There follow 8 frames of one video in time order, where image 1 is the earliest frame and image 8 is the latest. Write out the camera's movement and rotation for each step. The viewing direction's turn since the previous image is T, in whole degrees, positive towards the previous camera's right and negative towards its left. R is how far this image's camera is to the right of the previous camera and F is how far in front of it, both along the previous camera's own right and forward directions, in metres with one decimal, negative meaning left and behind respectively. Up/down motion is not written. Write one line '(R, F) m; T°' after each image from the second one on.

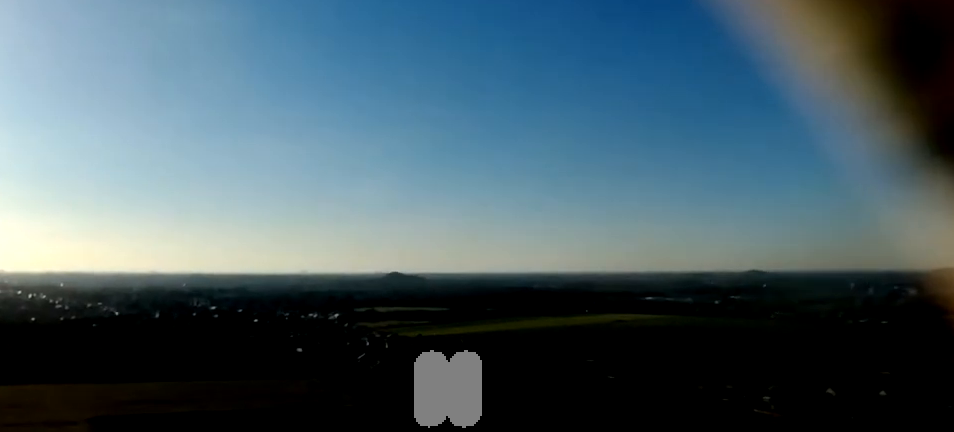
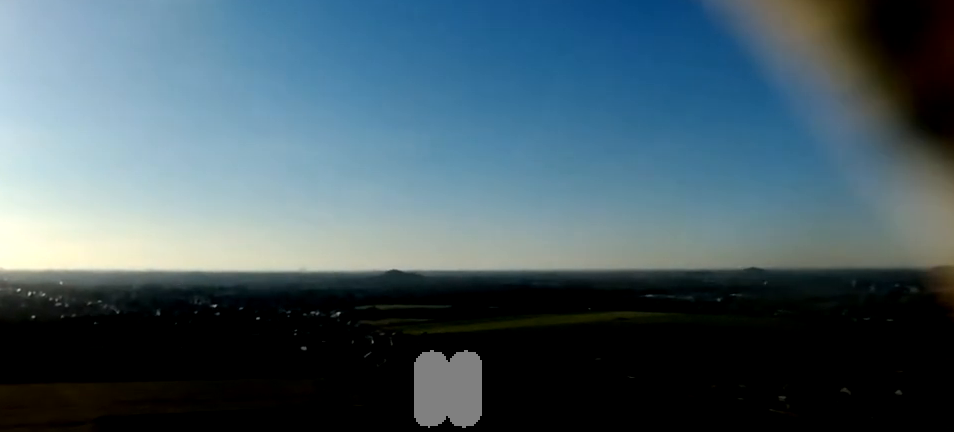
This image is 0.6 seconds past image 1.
(+0.9, +9.7) m; +1°
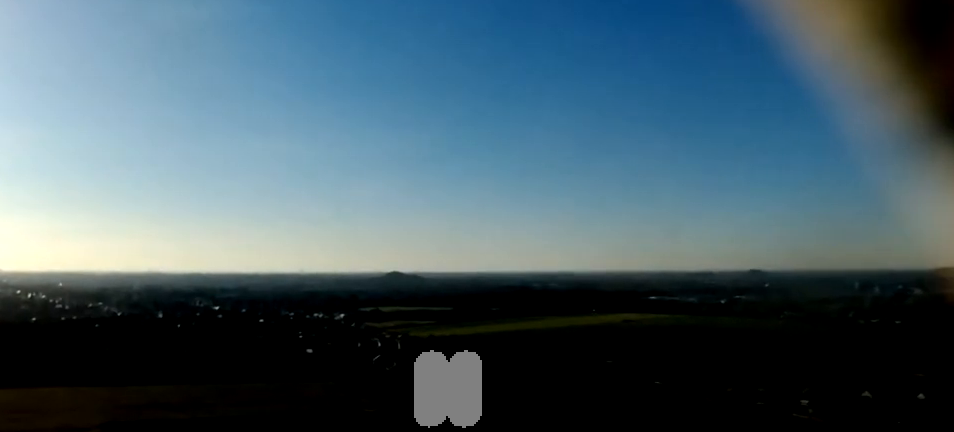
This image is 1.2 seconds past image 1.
(-1.2, +10.9) m; -1°
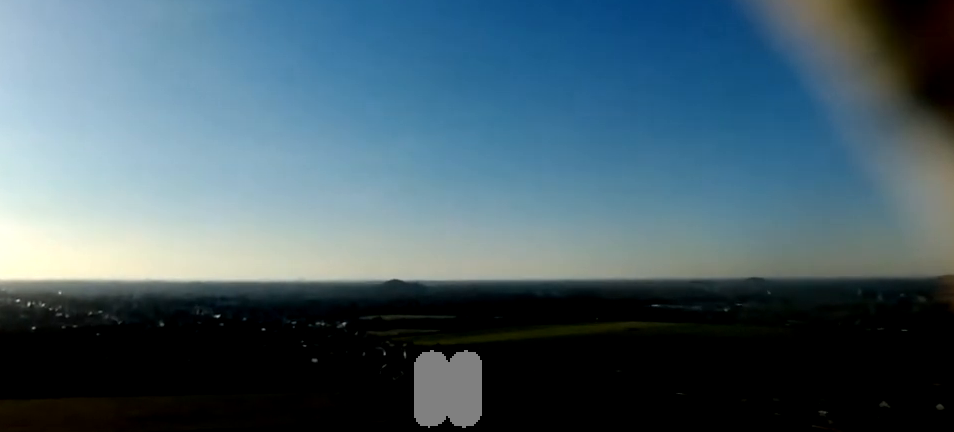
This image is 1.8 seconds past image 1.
(-0.1, +9.9) m; +2°
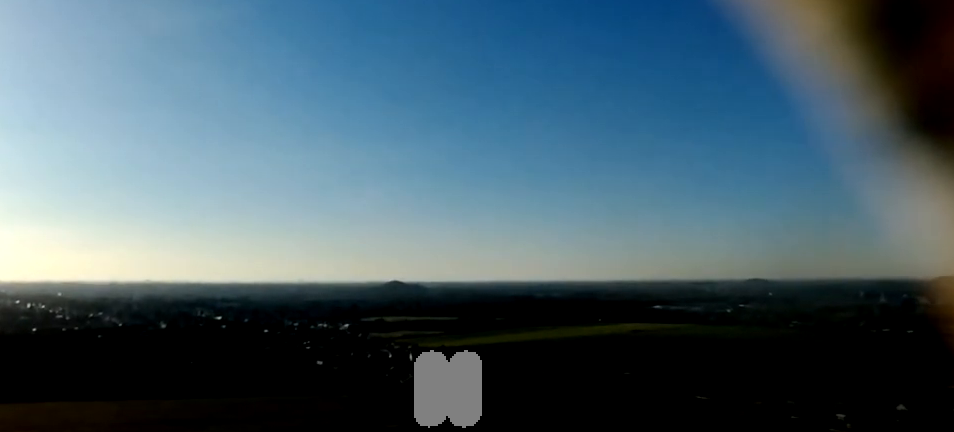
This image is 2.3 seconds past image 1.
(+0.2, +11.3) m; +6°
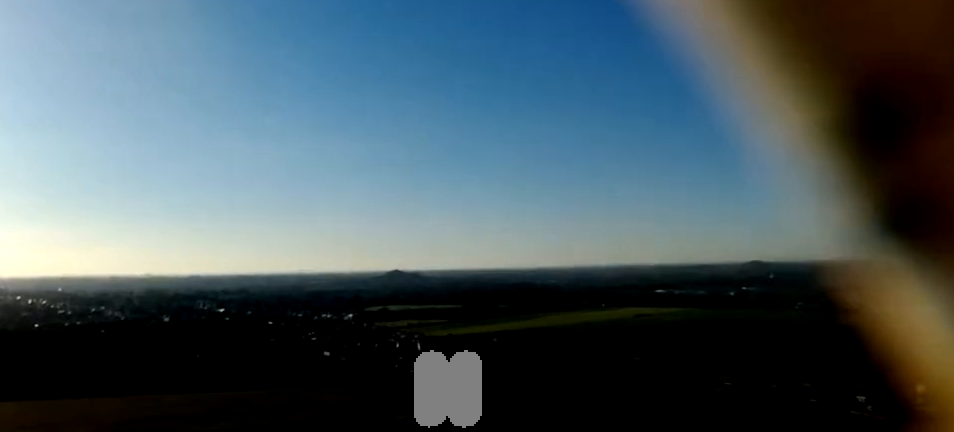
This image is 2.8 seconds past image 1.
(+0.7, +10.8) m; +7°
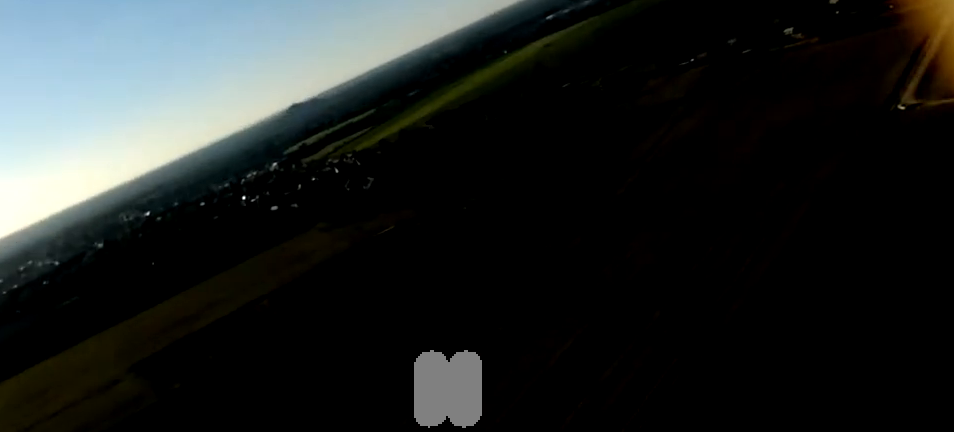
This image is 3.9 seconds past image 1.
(+2.4, +18.4) m; +16°
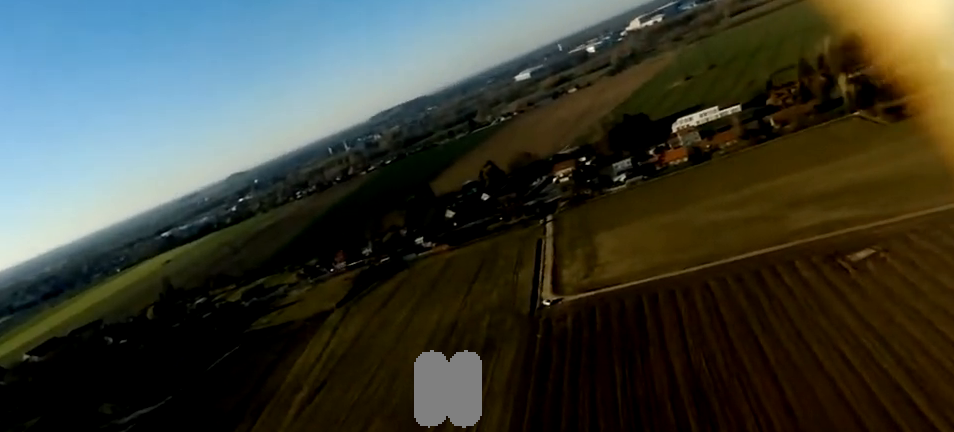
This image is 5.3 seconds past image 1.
(+5.3, +23.5) m; +21°
